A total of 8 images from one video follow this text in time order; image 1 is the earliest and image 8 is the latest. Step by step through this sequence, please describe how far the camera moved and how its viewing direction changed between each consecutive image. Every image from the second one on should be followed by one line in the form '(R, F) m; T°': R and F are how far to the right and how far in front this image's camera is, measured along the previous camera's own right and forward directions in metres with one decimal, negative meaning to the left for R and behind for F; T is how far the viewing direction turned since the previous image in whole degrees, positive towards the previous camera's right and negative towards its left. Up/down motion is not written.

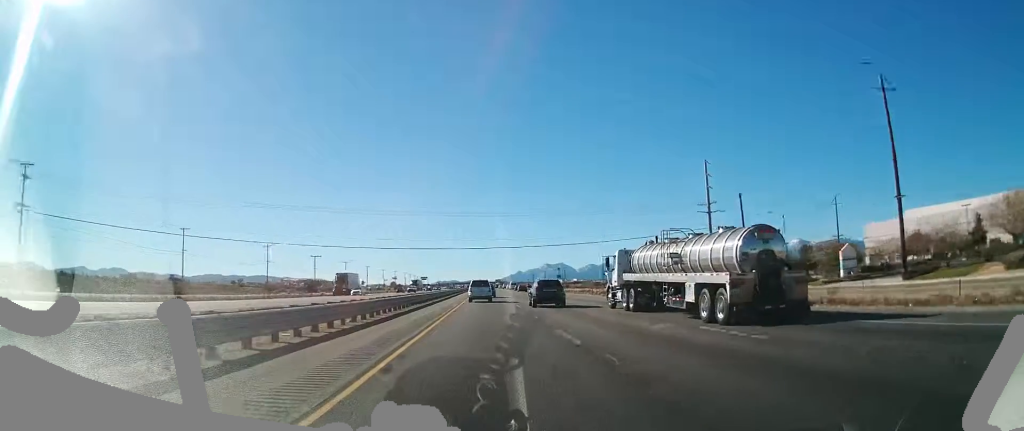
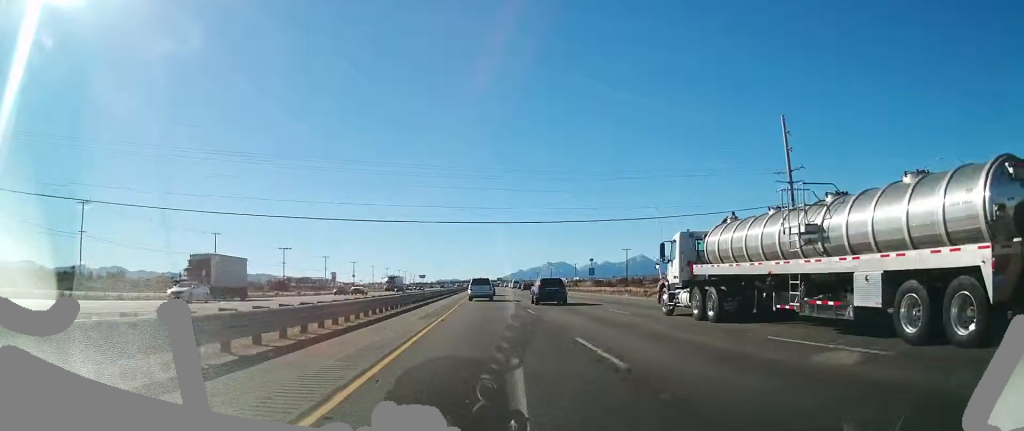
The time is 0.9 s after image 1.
(+0.3, +33.6) m; 0°
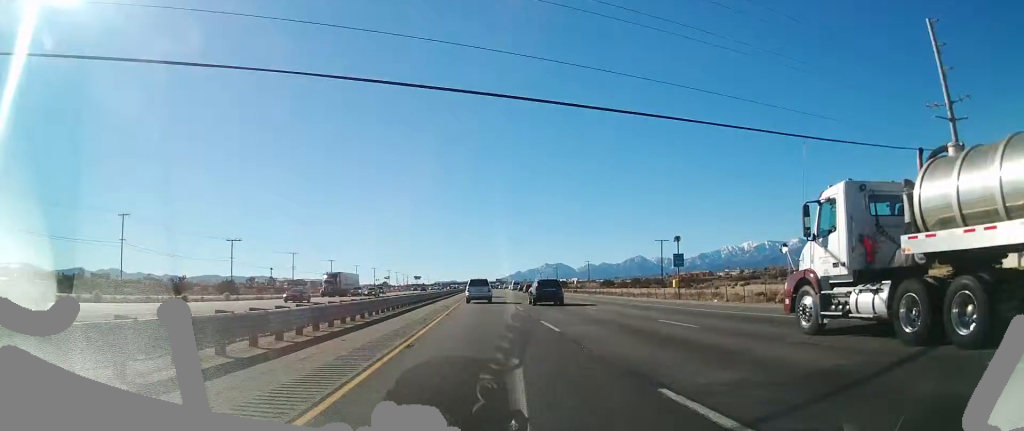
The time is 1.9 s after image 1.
(-0.5, +36.2) m; -1°
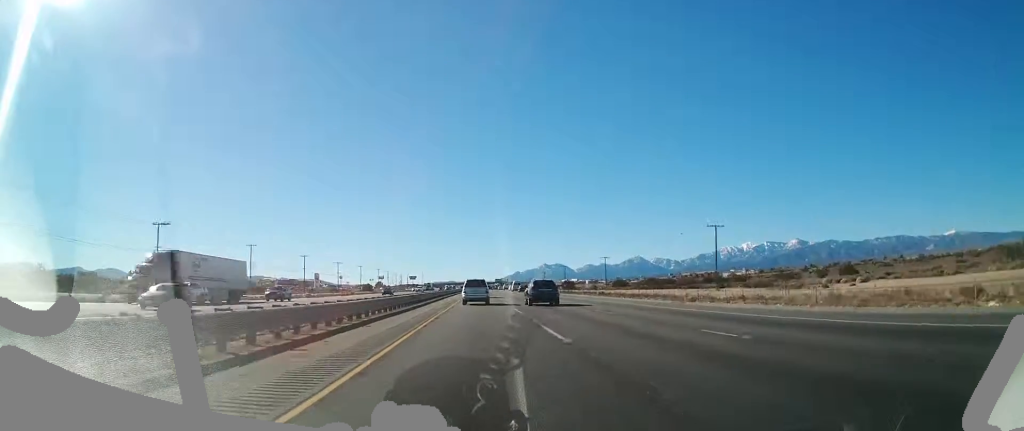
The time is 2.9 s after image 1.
(+0.2, +33.9) m; 0°
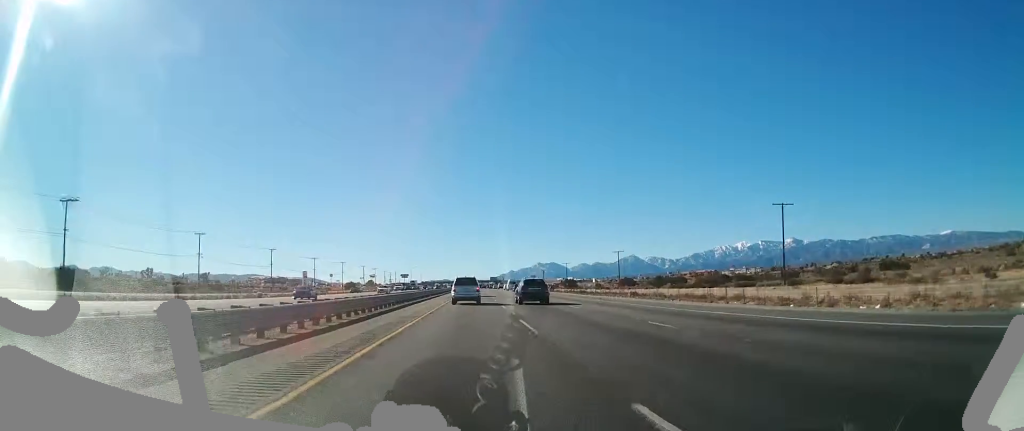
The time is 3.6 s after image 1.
(+0.1, +26.7) m; 0°
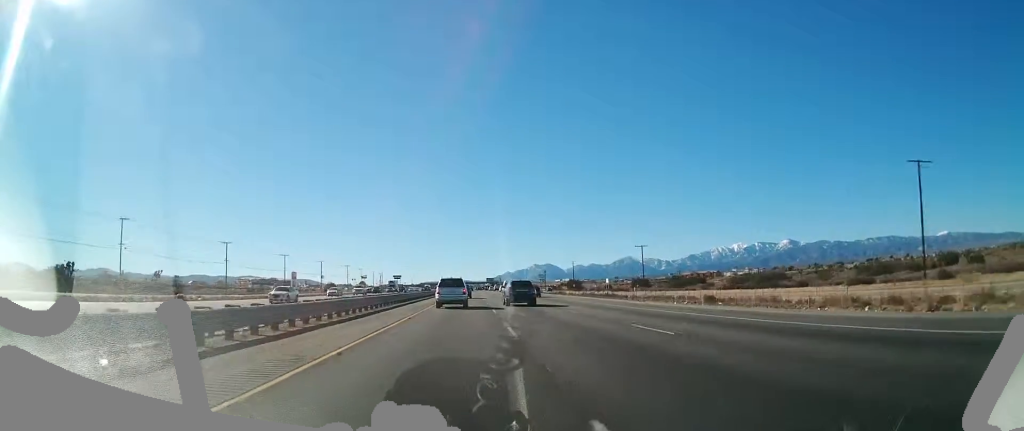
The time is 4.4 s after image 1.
(0.0, +29.3) m; 0°
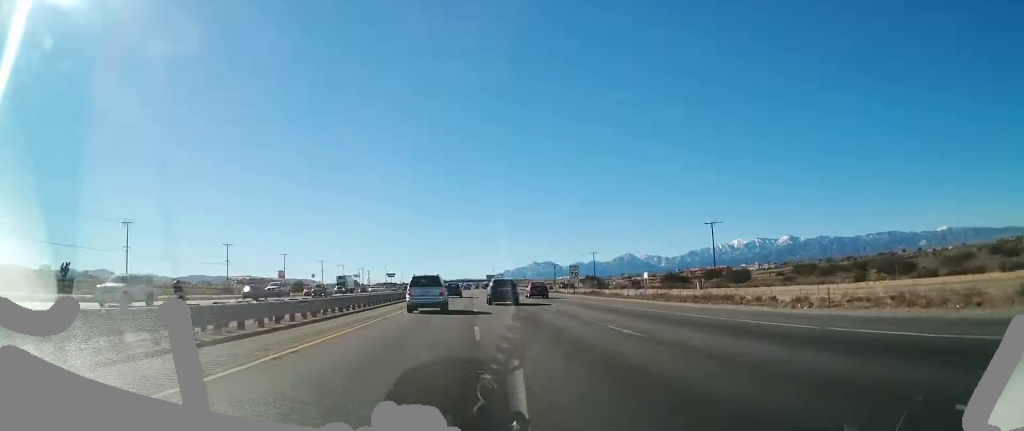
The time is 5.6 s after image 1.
(+0.5, +44.1) m; +1°
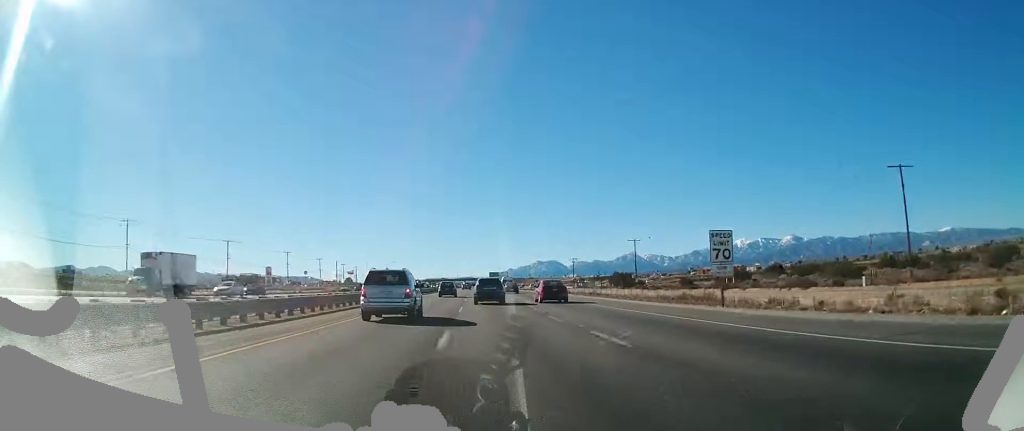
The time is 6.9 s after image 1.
(0.0, +47.9) m; 0°
